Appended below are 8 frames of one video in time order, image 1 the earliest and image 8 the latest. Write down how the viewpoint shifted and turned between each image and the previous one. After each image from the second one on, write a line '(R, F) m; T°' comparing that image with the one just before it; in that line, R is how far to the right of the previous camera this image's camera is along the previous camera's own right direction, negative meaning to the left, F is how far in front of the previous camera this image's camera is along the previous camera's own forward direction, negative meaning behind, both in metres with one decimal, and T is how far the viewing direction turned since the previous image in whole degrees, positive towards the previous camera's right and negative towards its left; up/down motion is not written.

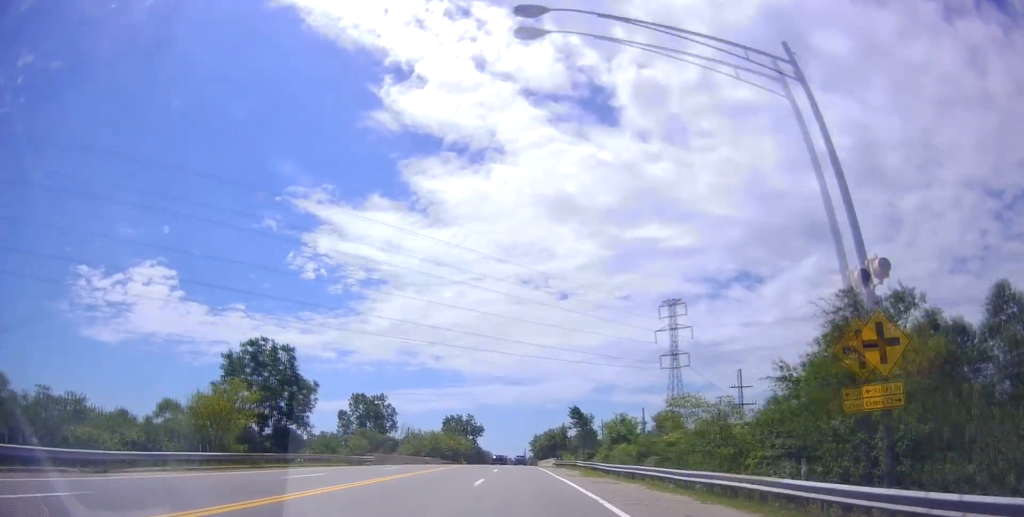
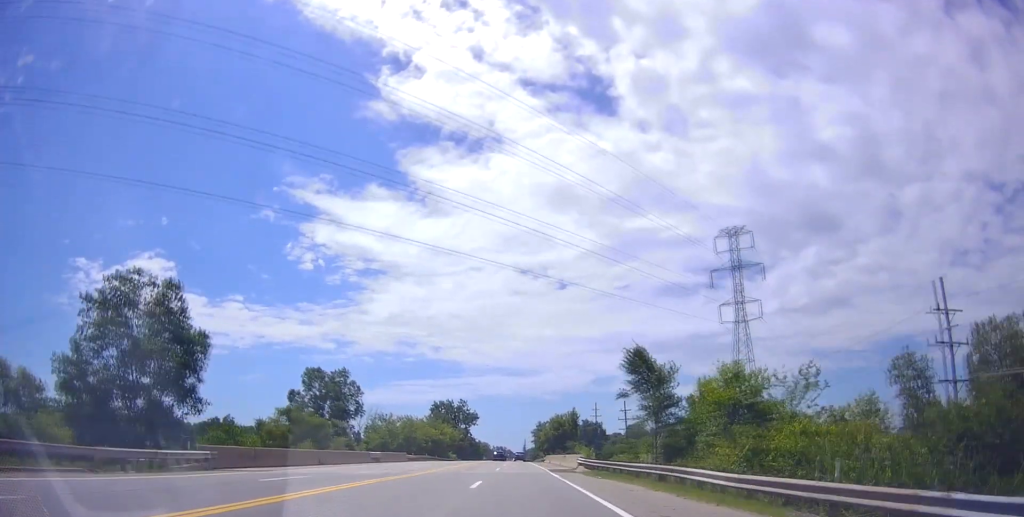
(-0.3, +31.3) m; -1°
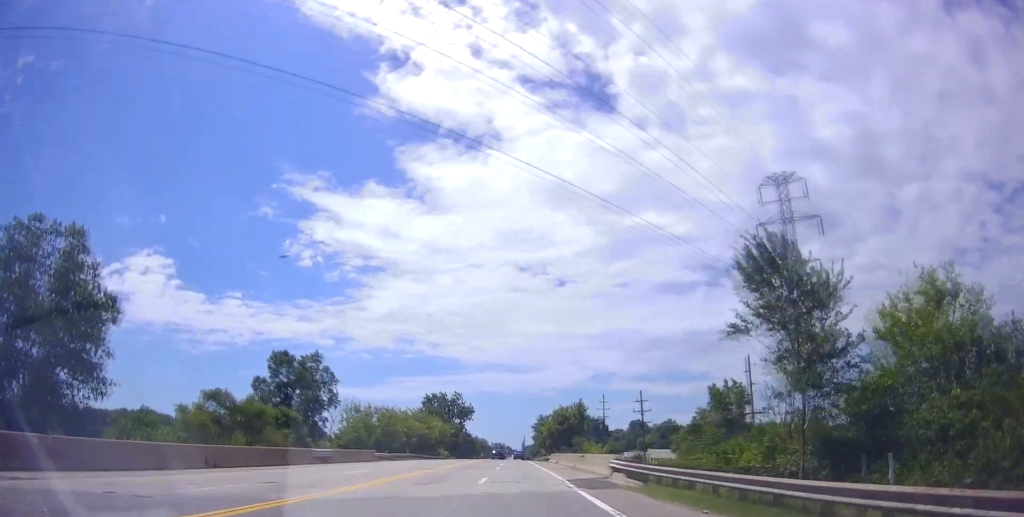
(-0.2, +15.9) m; 0°
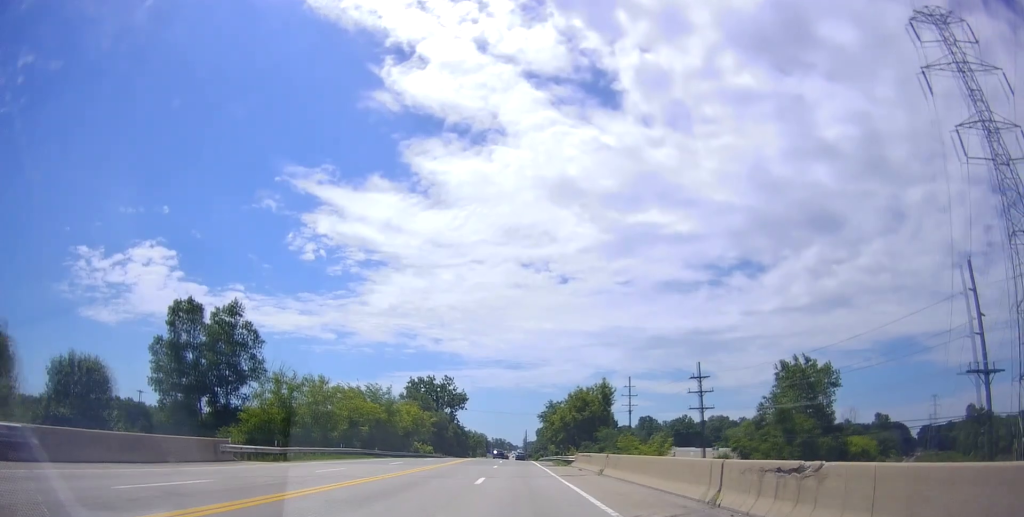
(-0.1, +31.2) m; -1°
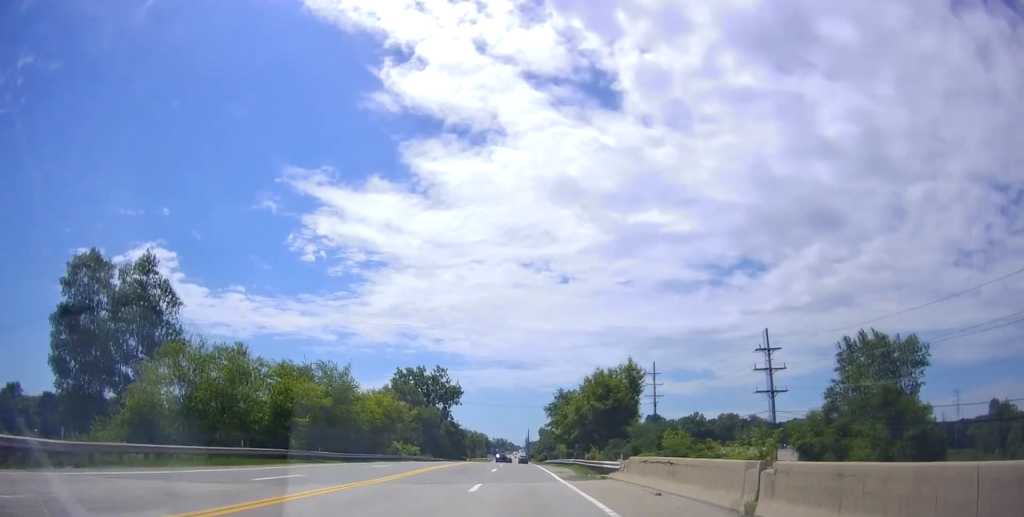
(-0.3, +19.0) m; +1°
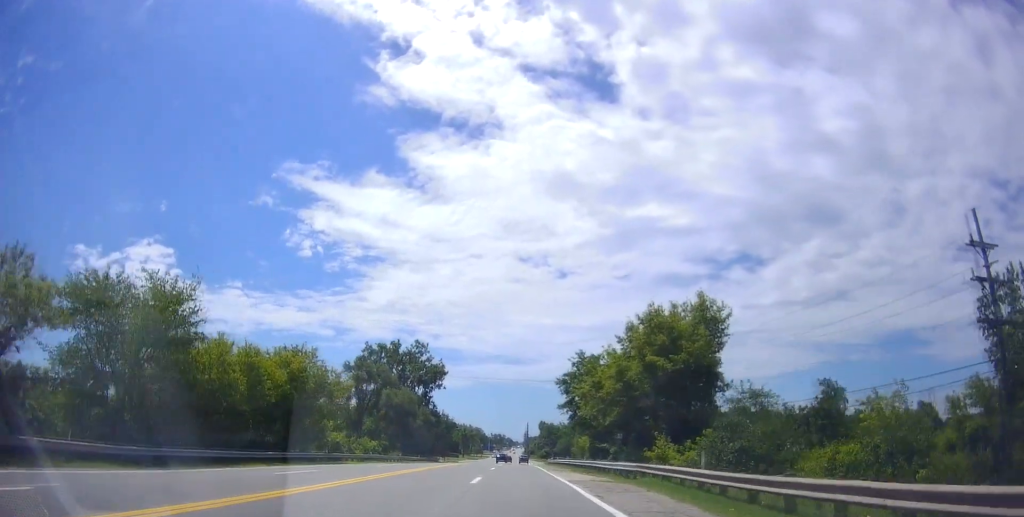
(+0.8, +27.7) m; +1°
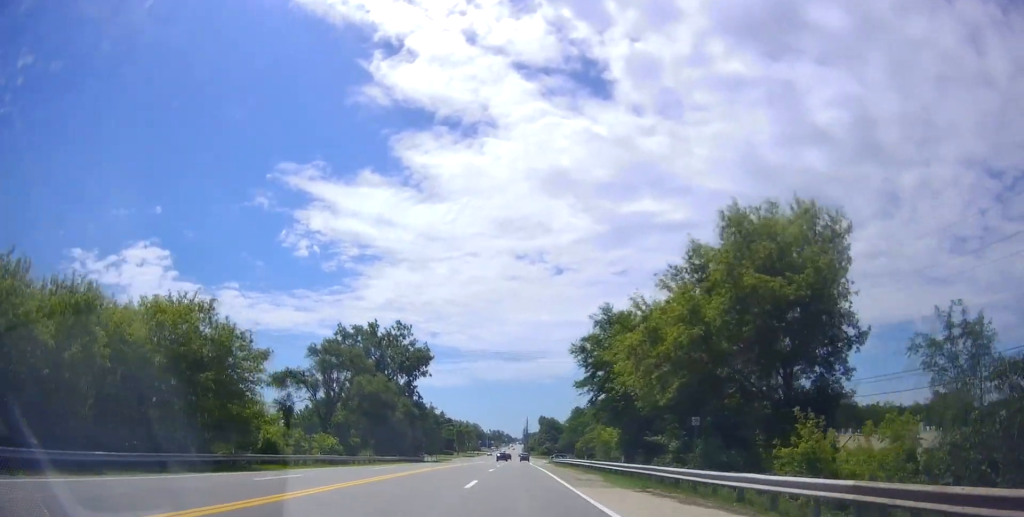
(0.0, +16.2) m; 0°
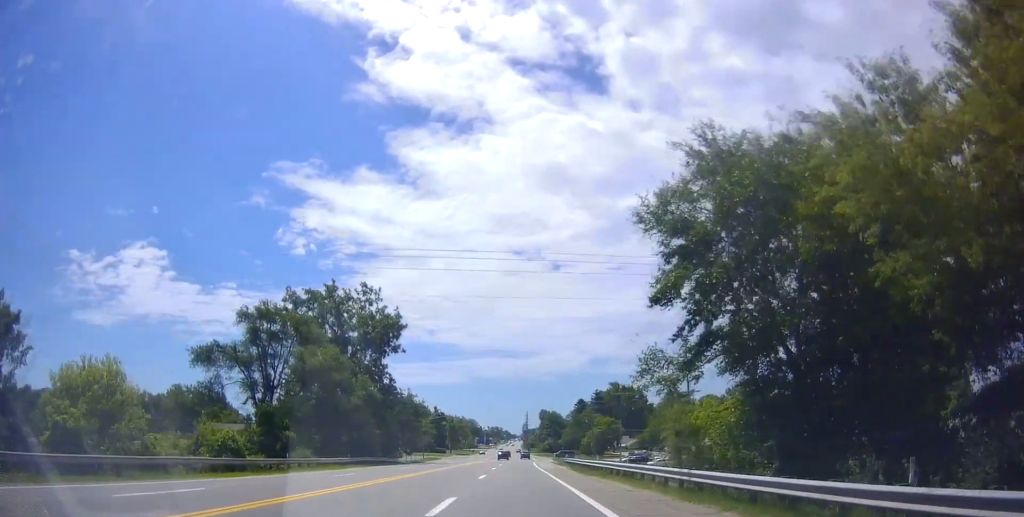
(-0.2, +21.7) m; 0°
